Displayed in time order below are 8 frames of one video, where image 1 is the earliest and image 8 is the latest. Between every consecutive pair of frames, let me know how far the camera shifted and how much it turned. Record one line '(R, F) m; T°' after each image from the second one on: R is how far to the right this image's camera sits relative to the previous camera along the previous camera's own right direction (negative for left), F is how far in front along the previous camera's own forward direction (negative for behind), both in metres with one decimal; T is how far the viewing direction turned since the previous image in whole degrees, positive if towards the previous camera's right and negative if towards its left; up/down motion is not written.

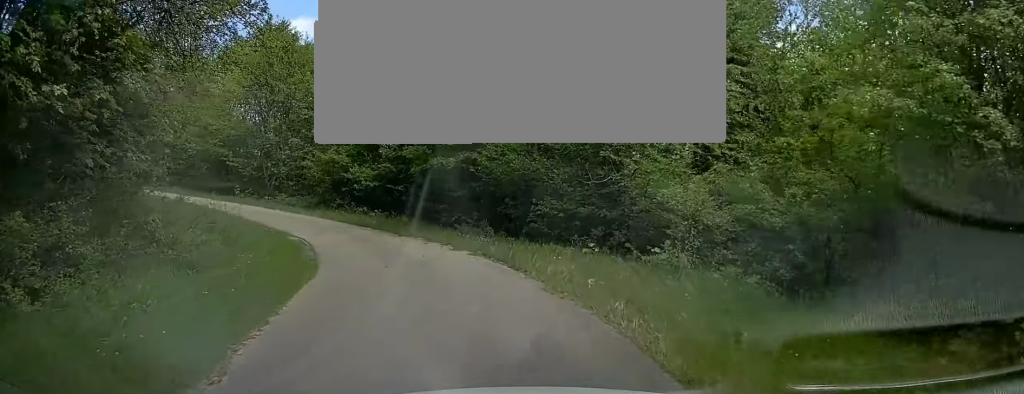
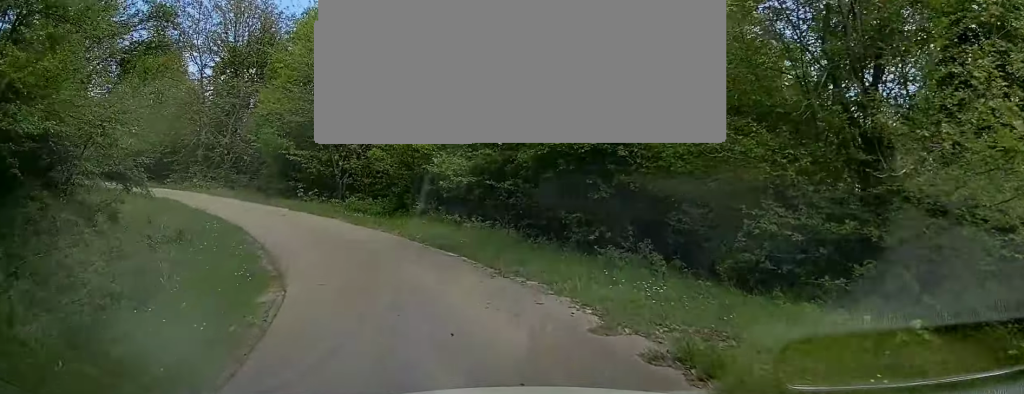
(-0.9, +7.5) m; -12°
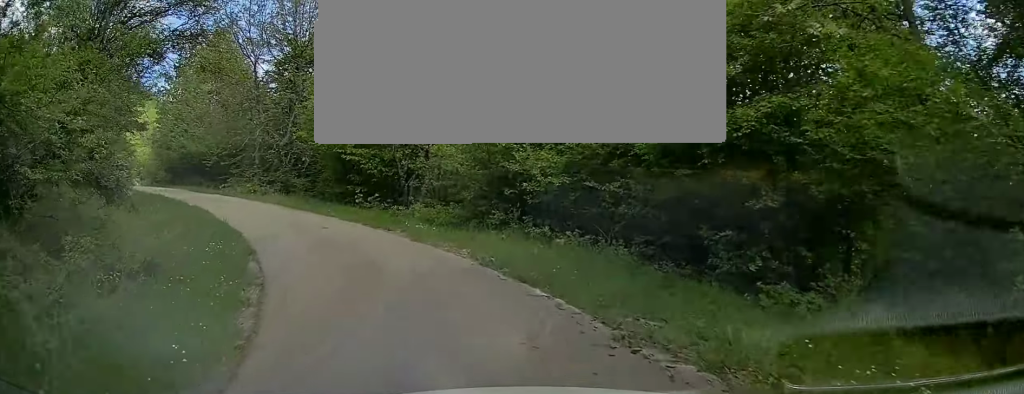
(0.0, +3.7) m; -6°
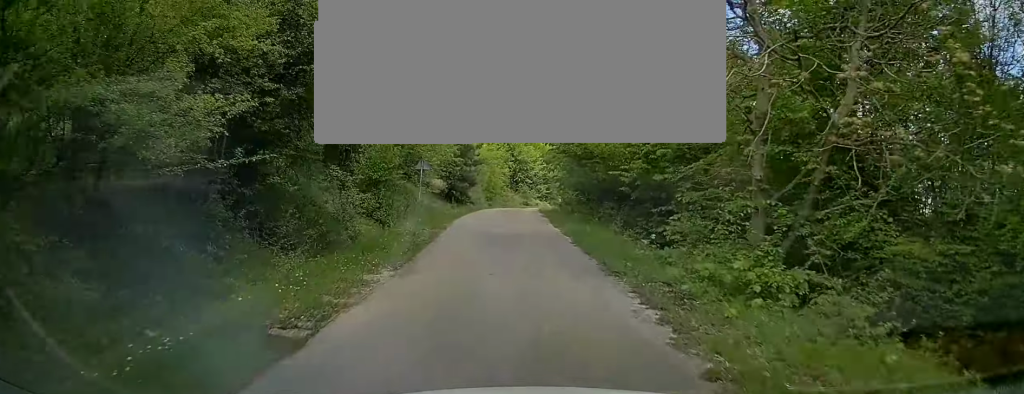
(-7.0, +19.3) m; -35°
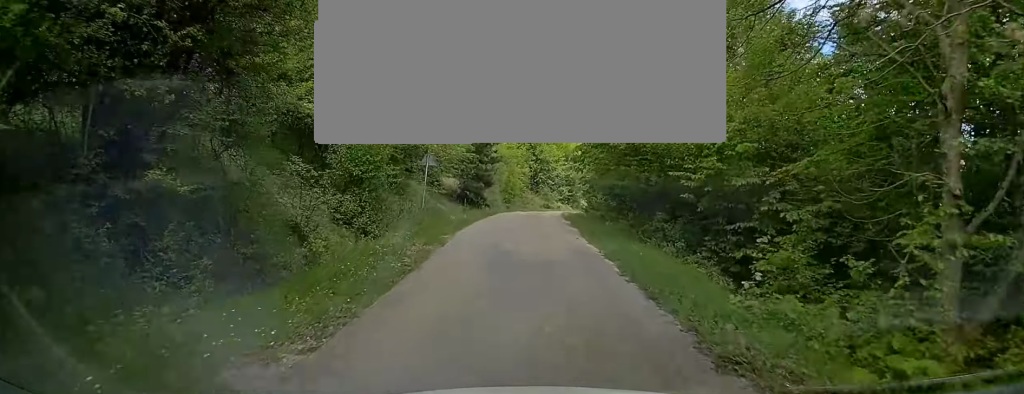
(-0.2, +4.5) m; -2°
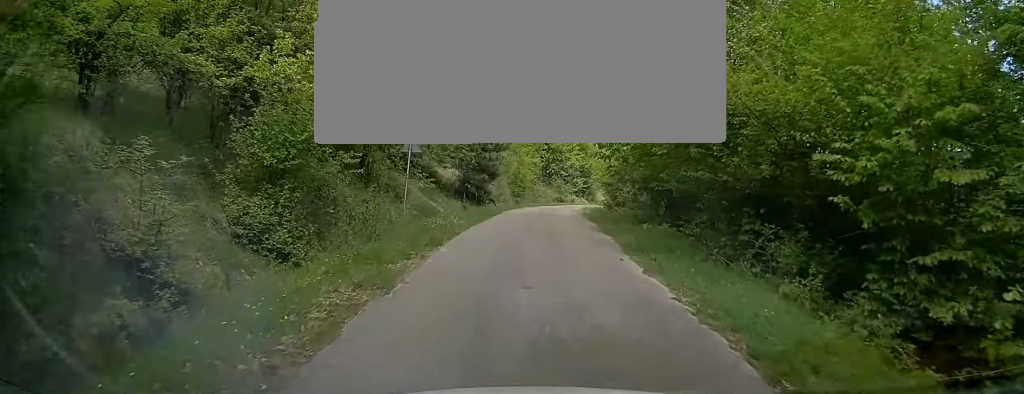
(-0.1, +5.7) m; -2°
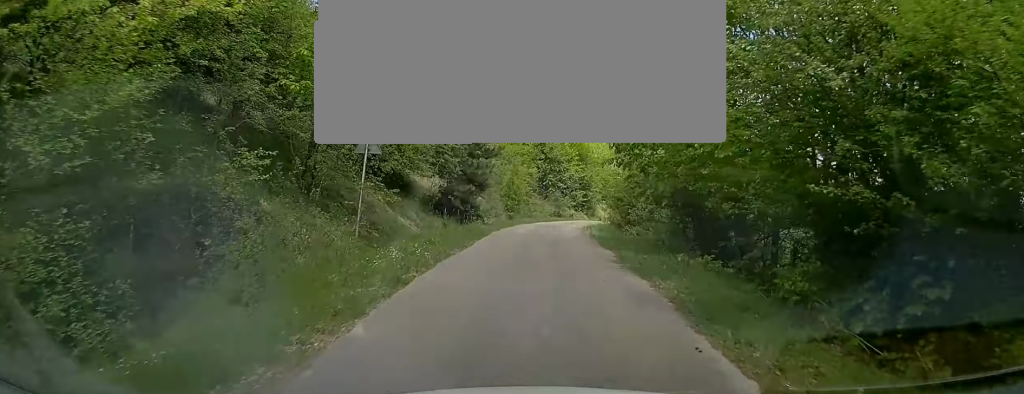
(-0.1, +5.1) m; 0°
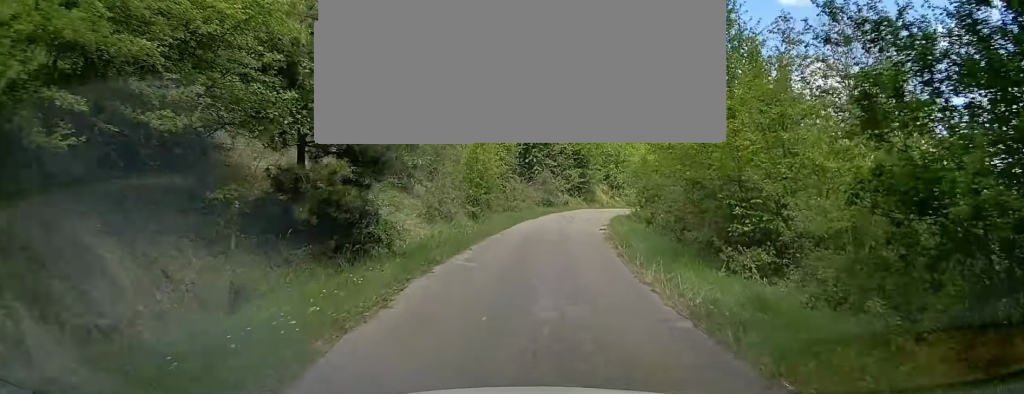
(+0.1, +15.3) m; +2°
